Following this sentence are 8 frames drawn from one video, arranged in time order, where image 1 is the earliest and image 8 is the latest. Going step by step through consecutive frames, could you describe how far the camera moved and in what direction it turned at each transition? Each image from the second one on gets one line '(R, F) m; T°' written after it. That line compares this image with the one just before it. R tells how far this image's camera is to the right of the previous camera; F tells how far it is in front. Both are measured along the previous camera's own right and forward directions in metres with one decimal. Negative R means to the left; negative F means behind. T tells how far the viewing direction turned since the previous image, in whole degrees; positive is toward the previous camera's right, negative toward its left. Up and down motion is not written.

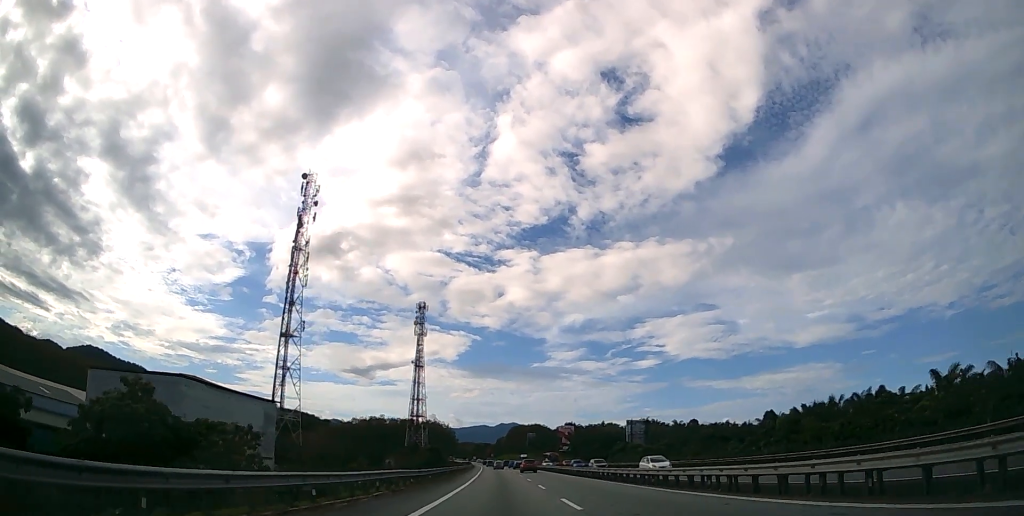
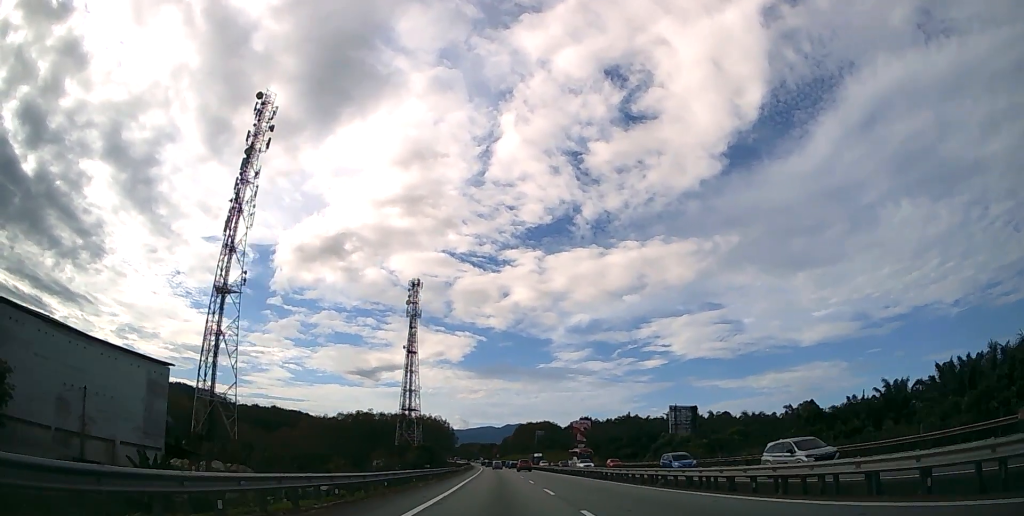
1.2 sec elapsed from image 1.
(-0.1, +28.4) m; -1°
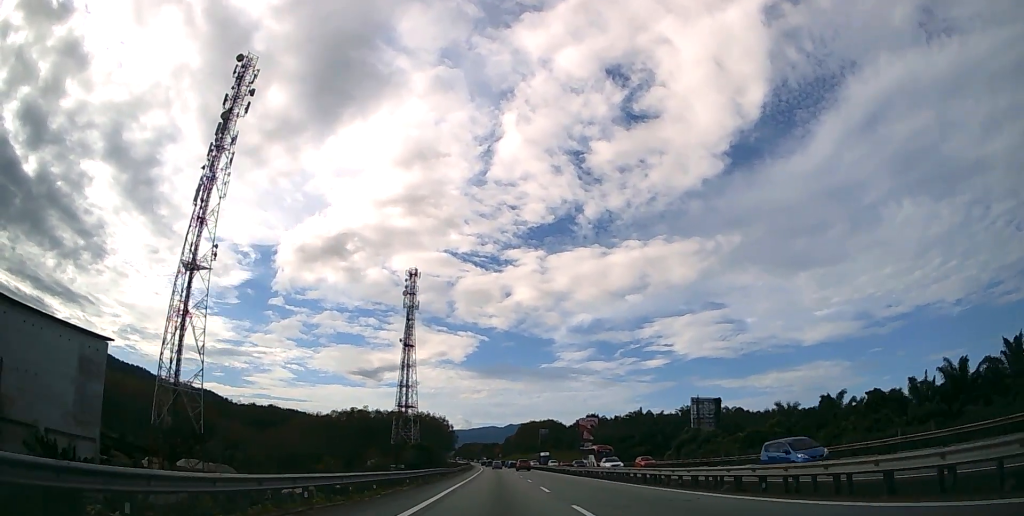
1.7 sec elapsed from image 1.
(0.0, +10.1) m; 0°
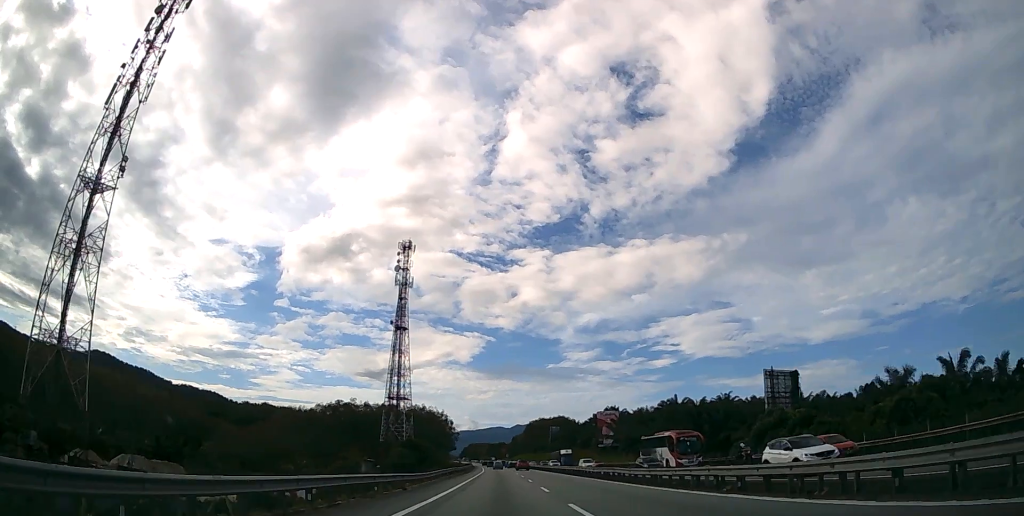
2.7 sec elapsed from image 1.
(-0.1, +23.0) m; -1°
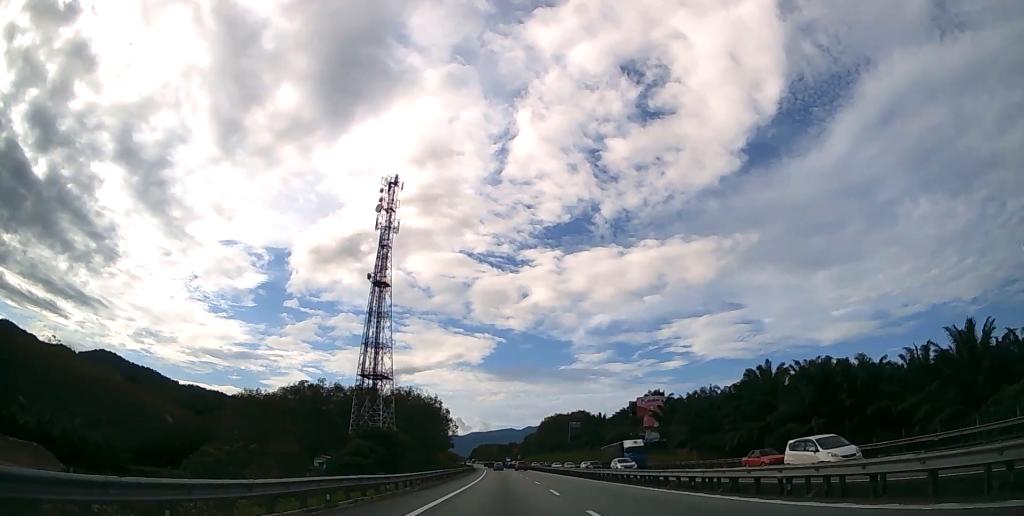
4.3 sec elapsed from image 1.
(-0.3, +37.2) m; -1°
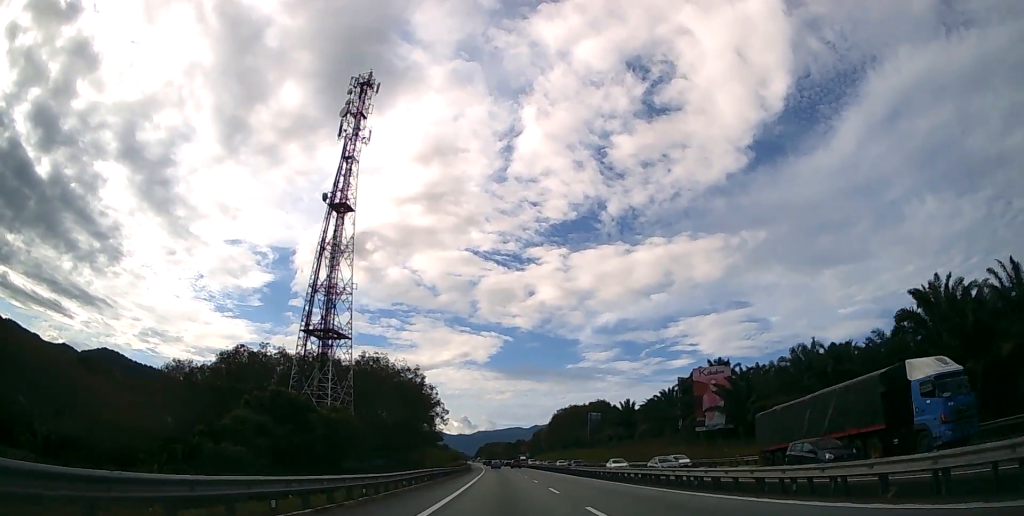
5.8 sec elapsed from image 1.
(-0.3, +34.6) m; -1°
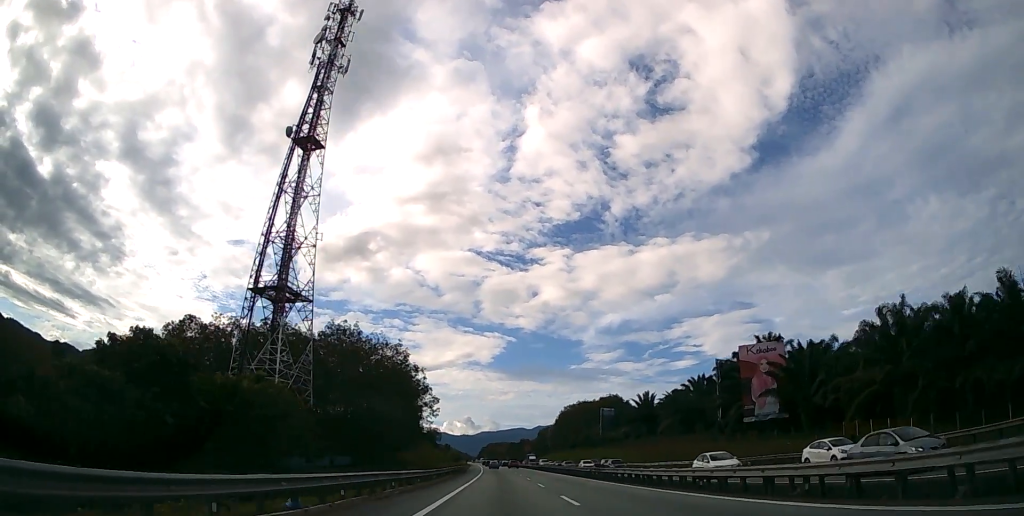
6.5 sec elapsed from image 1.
(0.0, +17.8) m; 0°
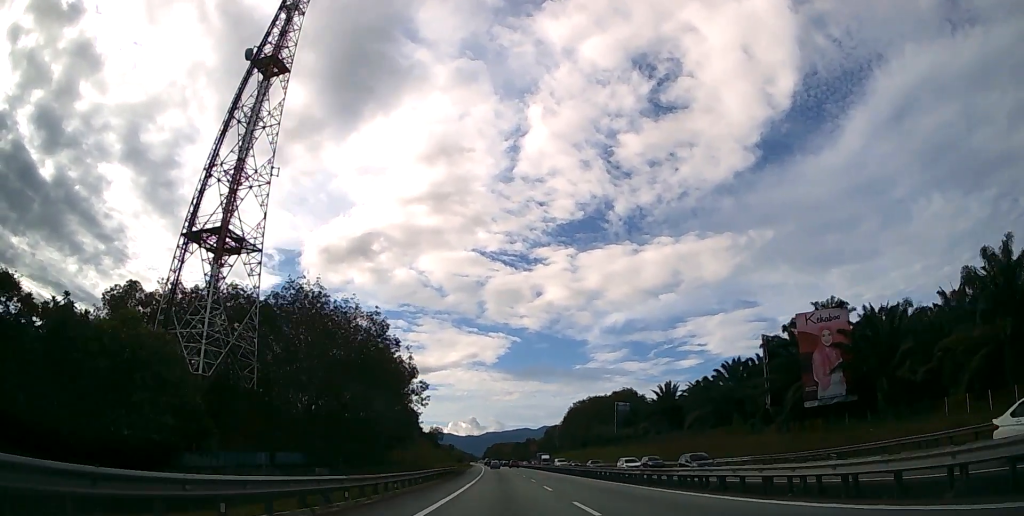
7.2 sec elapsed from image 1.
(-0.1, +15.0) m; 0°
